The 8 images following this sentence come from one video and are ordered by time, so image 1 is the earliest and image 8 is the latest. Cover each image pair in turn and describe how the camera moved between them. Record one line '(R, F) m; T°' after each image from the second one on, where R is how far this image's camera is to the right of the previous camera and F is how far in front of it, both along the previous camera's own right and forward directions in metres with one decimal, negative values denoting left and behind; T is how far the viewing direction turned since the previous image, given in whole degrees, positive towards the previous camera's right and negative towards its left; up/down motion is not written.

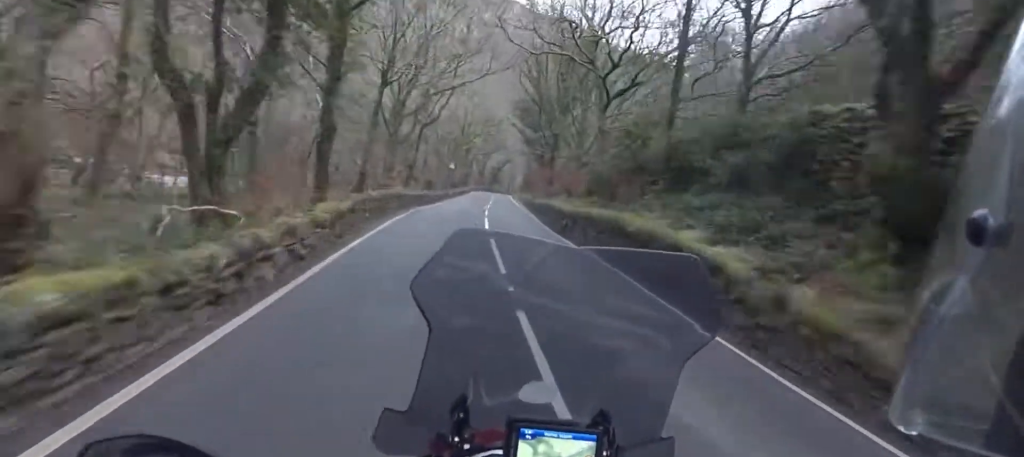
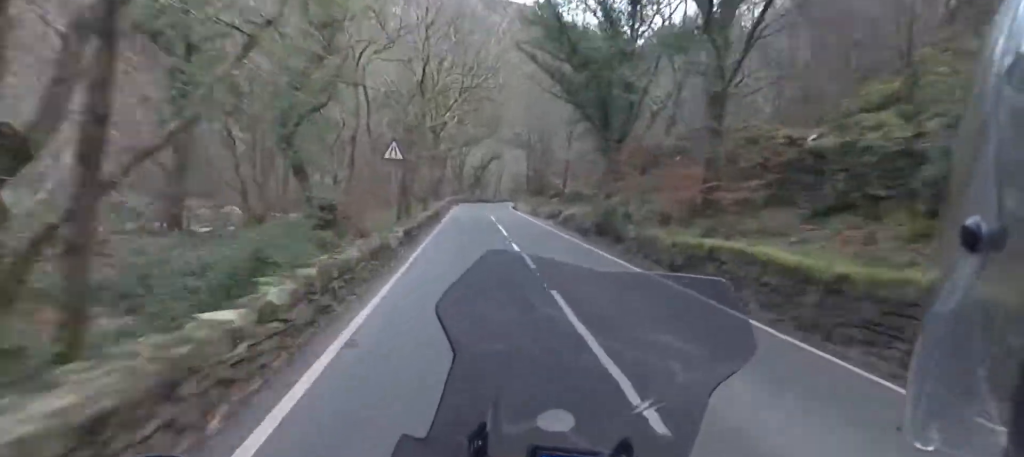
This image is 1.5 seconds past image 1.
(-0.2, +33.0) m; 0°
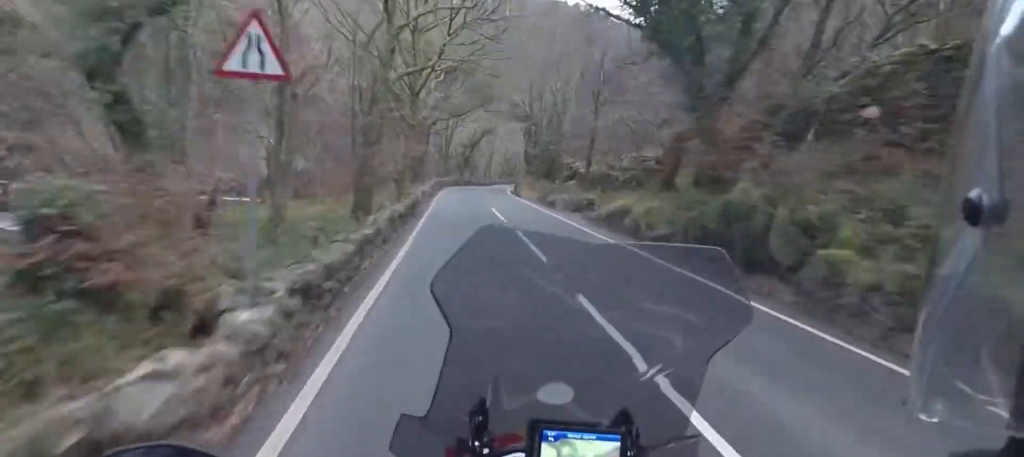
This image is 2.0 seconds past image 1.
(0.0, +11.6) m; 0°
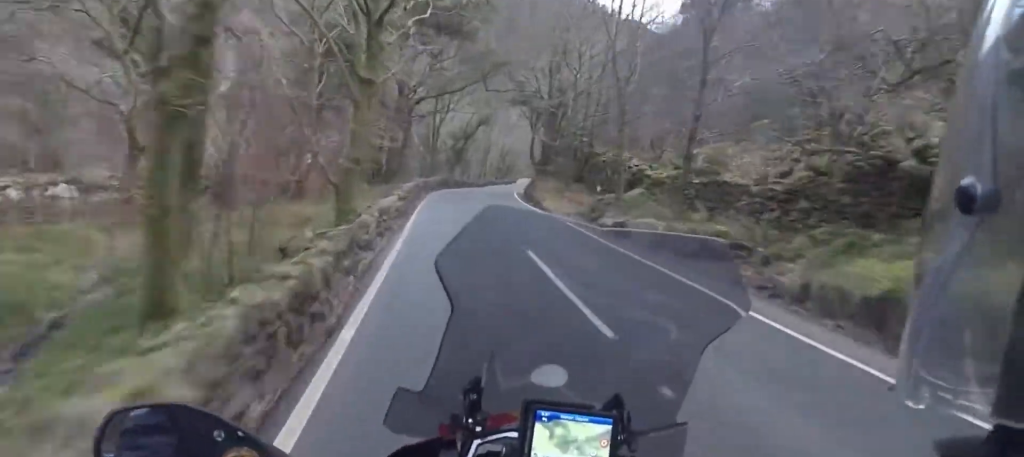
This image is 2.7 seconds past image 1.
(+0.1, +14.9) m; +2°
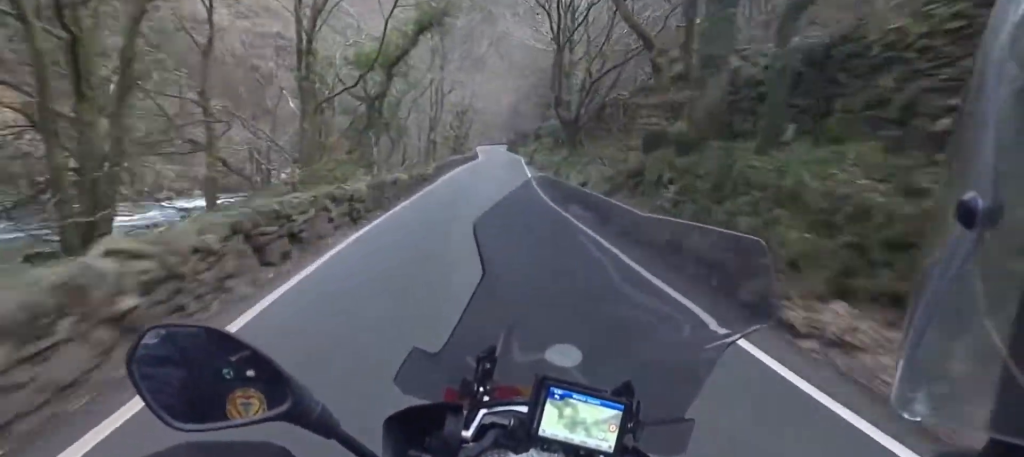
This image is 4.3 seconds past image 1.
(+2.4, +36.1) m; +7°
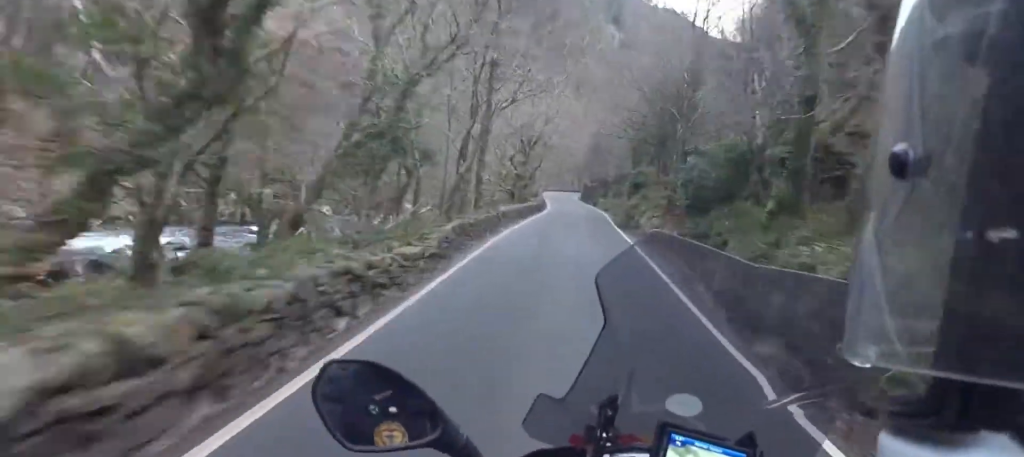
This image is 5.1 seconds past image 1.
(+0.3, +17.5) m; +2°
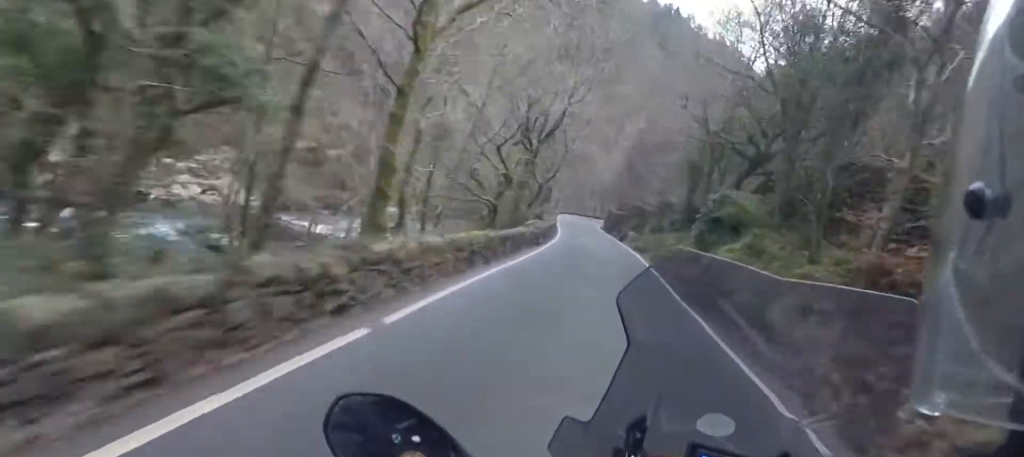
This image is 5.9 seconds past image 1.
(+0.5, +15.9) m; -1°
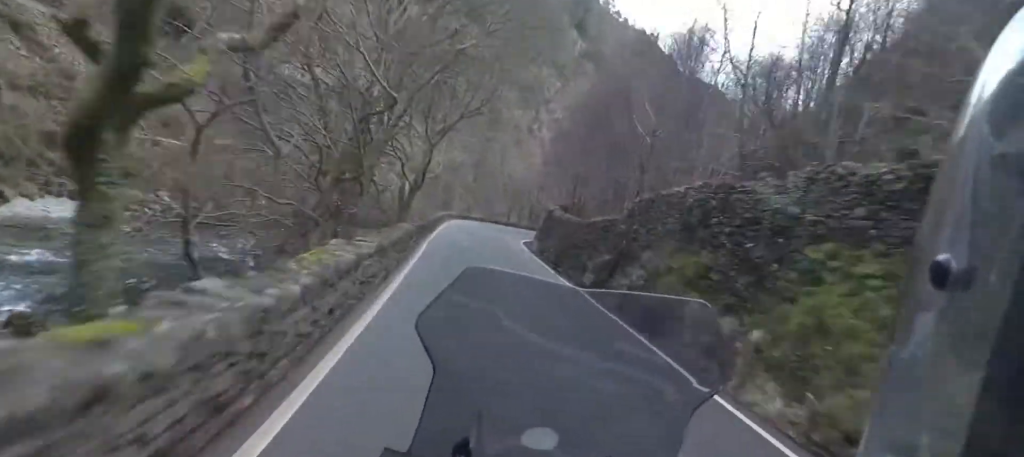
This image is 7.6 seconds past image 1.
(-1.0, +33.6) m; +2°
